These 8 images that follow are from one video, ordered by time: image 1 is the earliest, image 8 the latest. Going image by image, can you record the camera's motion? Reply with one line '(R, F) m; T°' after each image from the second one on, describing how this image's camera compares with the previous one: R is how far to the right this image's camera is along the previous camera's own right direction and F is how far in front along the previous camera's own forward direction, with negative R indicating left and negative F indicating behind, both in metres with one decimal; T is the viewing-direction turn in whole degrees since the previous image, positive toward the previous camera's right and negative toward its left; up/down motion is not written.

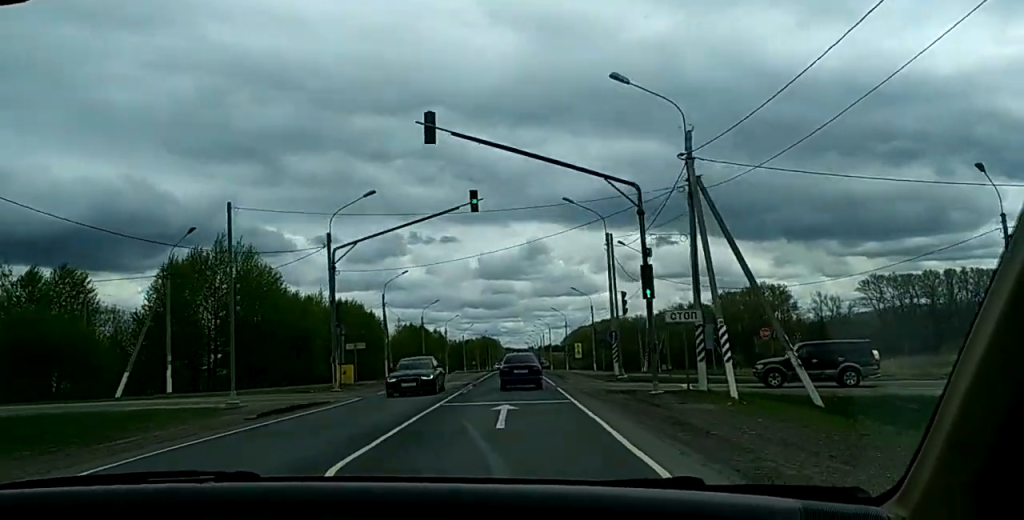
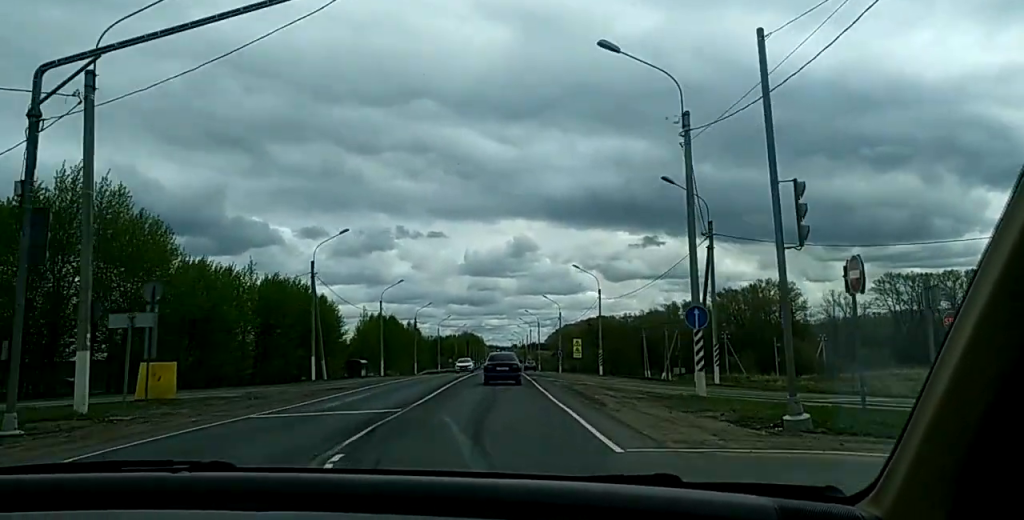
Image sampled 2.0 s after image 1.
(-1.4, +21.4) m; -4°
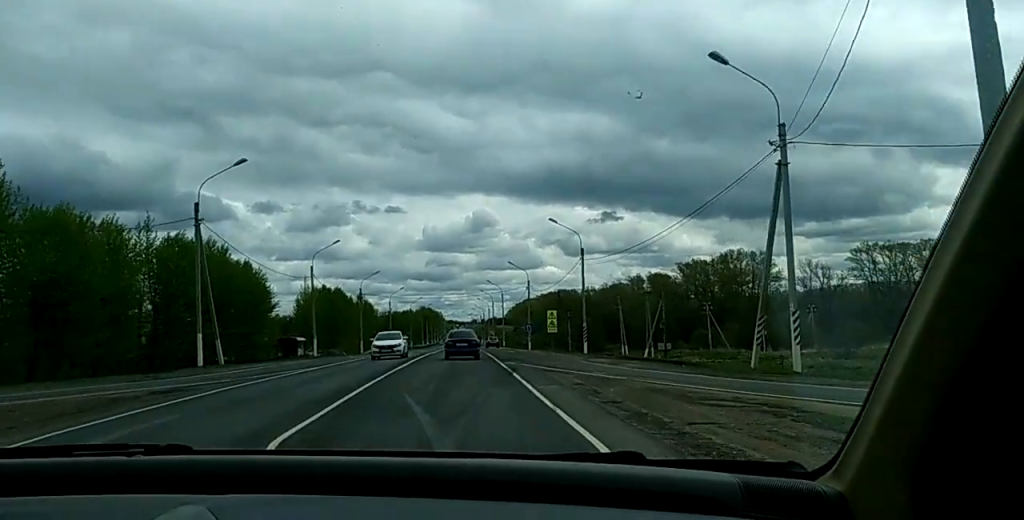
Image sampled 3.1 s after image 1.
(+0.4, +15.3) m; +3°
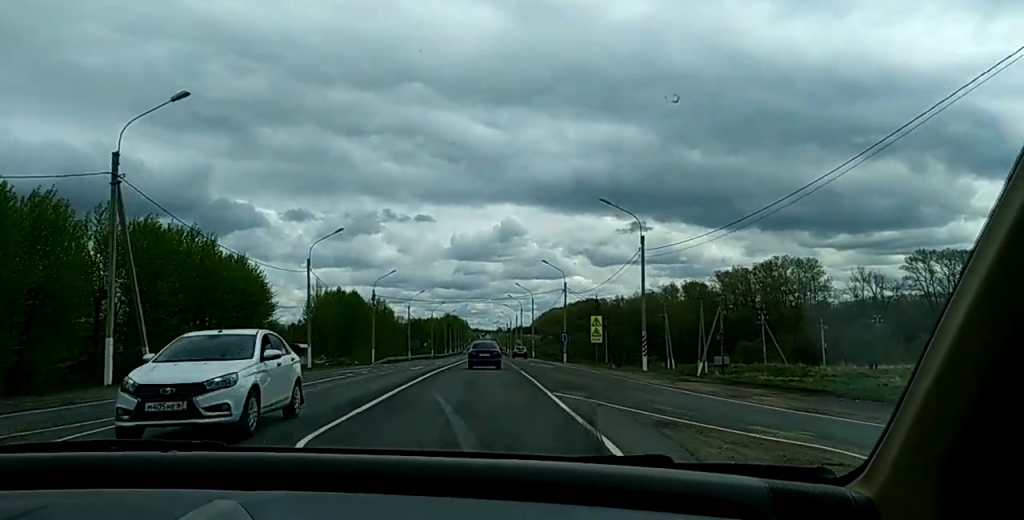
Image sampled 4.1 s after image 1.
(+0.3, +15.1) m; +2°
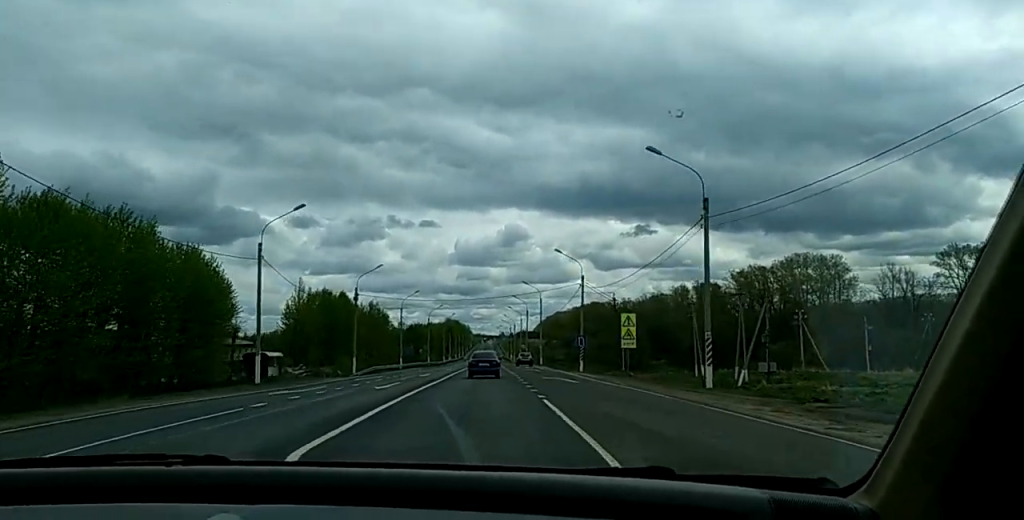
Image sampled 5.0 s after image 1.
(+0.2, +14.6) m; +1°
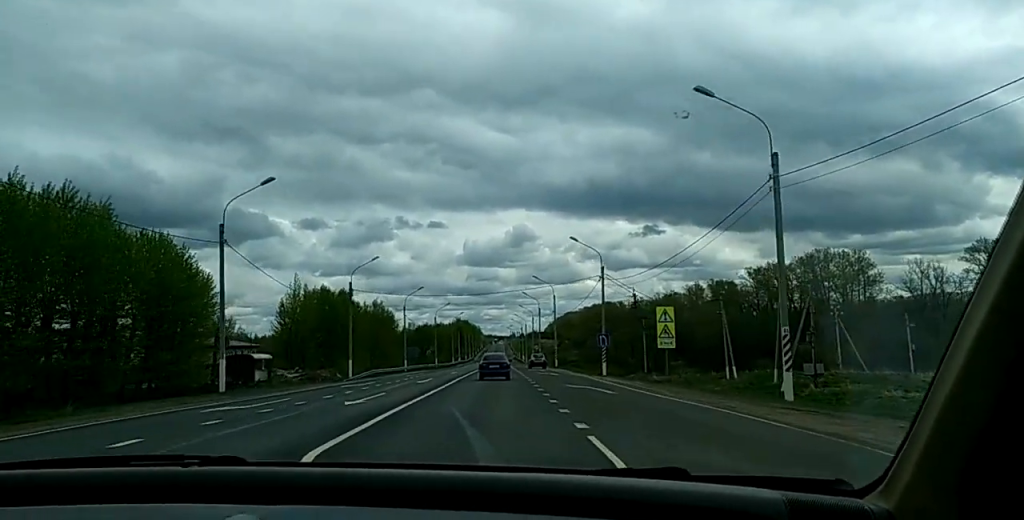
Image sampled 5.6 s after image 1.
(0.0, +7.9) m; 0°
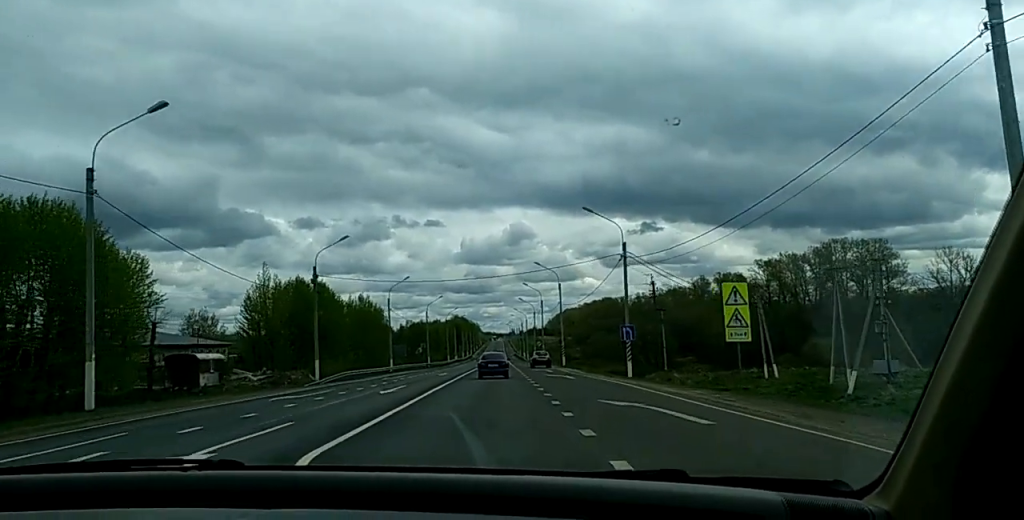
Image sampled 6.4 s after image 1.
(-0.1, +13.1) m; -1°
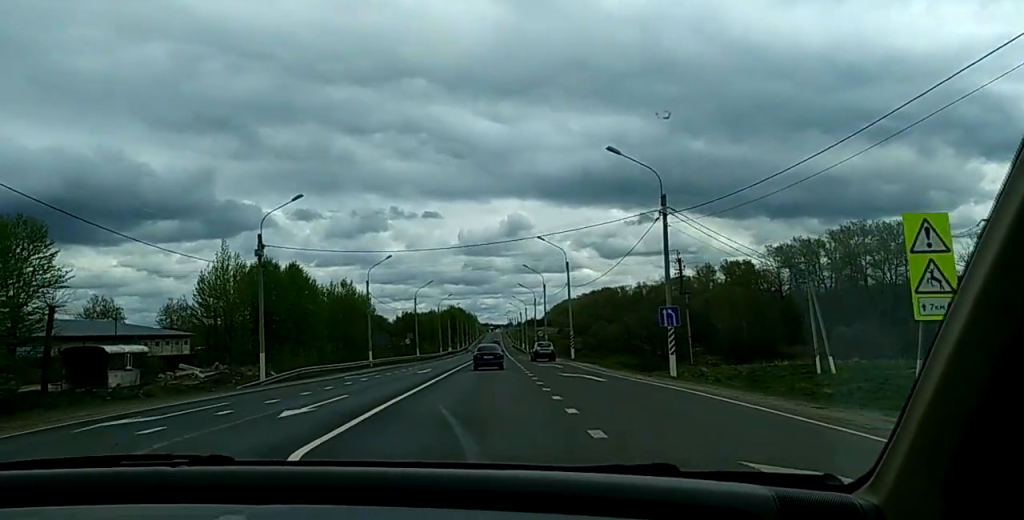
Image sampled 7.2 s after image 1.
(-0.2, +13.1) m; -1°
